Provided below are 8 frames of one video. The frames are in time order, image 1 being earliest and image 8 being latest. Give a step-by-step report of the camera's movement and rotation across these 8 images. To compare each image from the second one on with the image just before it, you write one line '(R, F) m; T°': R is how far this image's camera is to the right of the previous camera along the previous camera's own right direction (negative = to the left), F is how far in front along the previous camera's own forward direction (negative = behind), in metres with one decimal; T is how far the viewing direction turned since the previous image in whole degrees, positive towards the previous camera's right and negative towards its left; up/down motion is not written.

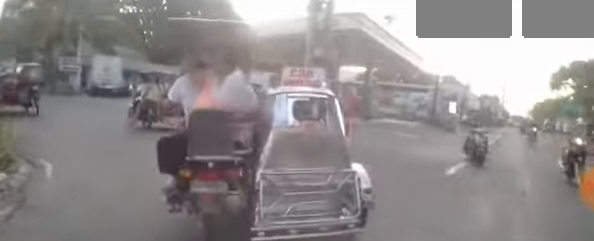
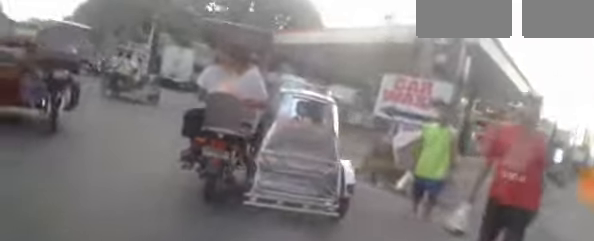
(-0.5, +3.2) m; -12°
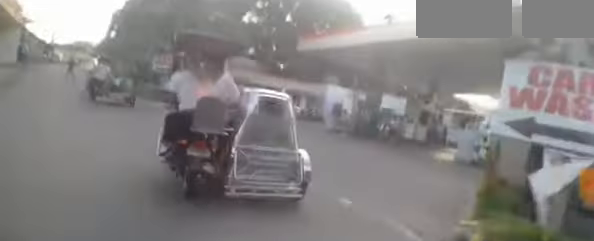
(-0.1, +2.6) m; -9°
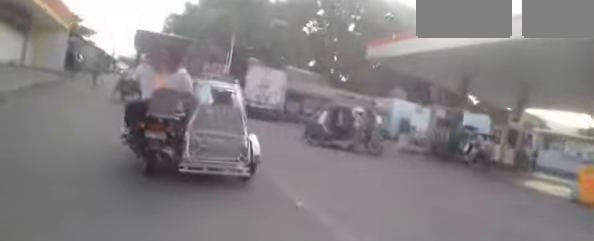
(-0.3, +2.9) m; -9°
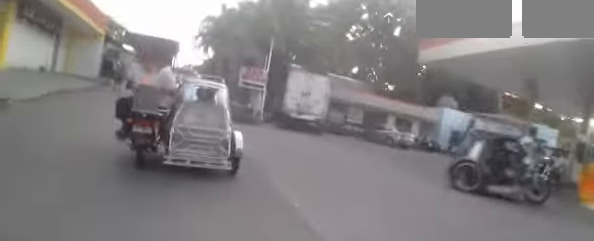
(-0.1, +2.0) m; -6°
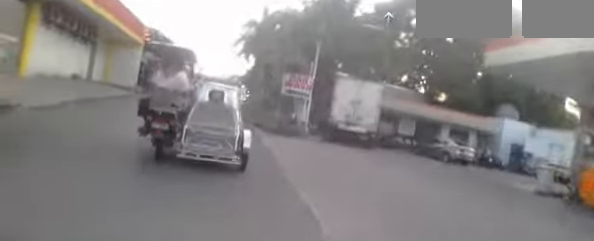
(0.0, +2.0) m; -6°
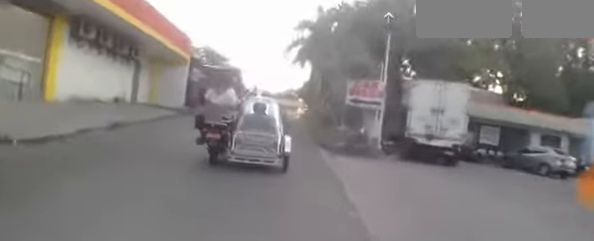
(-0.4, +3.0) m; -3°
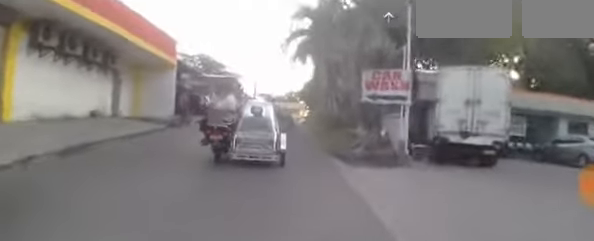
(0.0, +2.8) m; 0°
